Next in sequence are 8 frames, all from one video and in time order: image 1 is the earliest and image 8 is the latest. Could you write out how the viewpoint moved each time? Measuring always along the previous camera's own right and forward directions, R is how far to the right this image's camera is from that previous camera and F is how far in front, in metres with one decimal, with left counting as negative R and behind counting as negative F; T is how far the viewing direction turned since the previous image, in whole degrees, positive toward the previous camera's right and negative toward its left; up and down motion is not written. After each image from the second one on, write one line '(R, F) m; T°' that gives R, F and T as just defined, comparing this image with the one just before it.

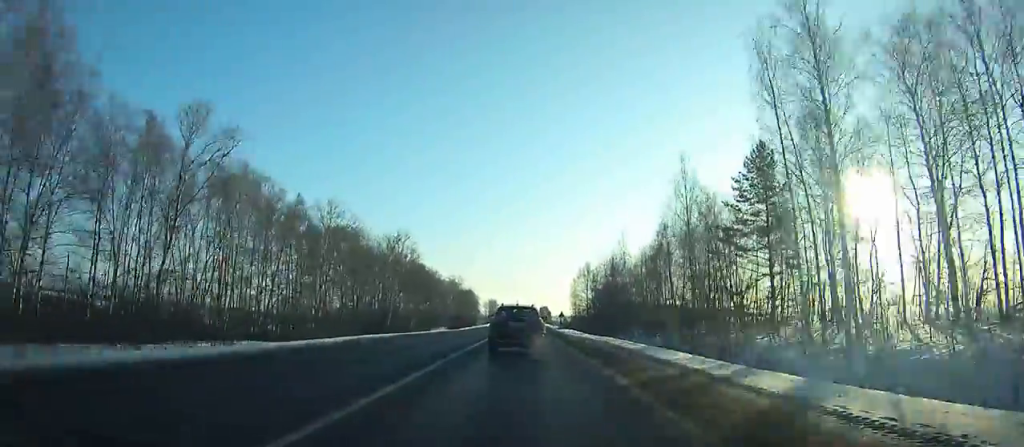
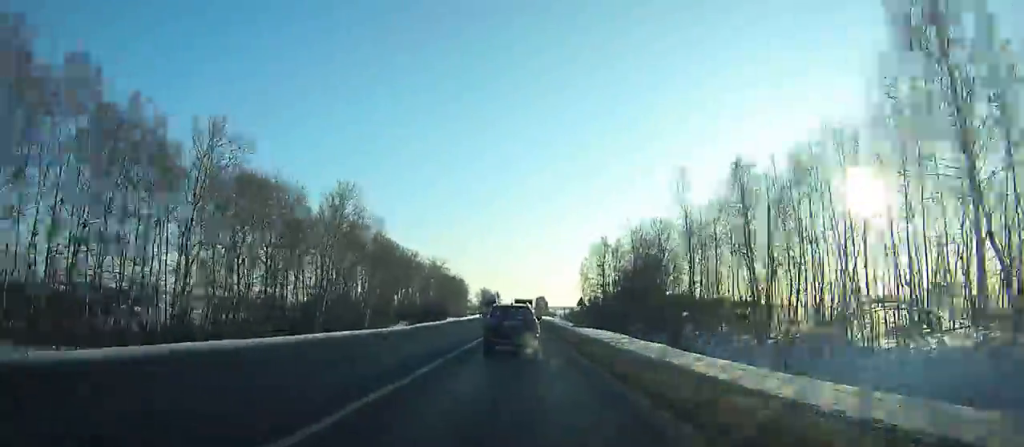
(+0.1, +39.8) m; 0°
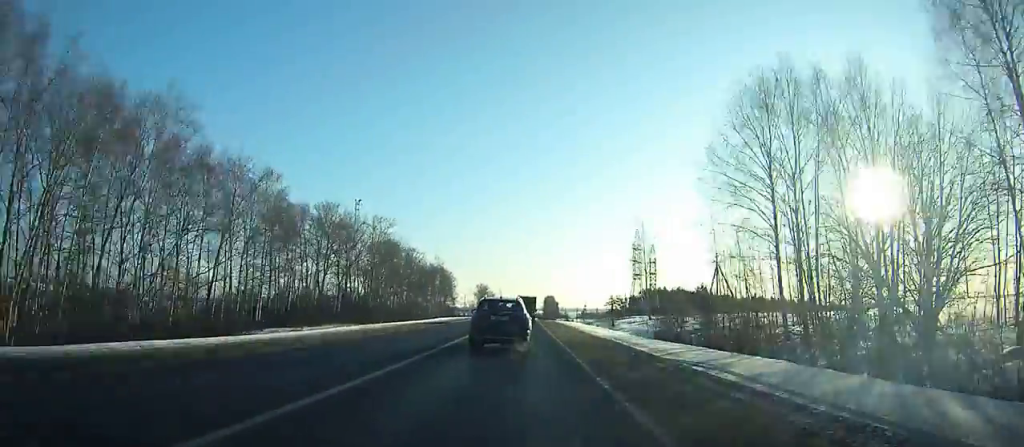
(+0.4, +78.8) m; 0°
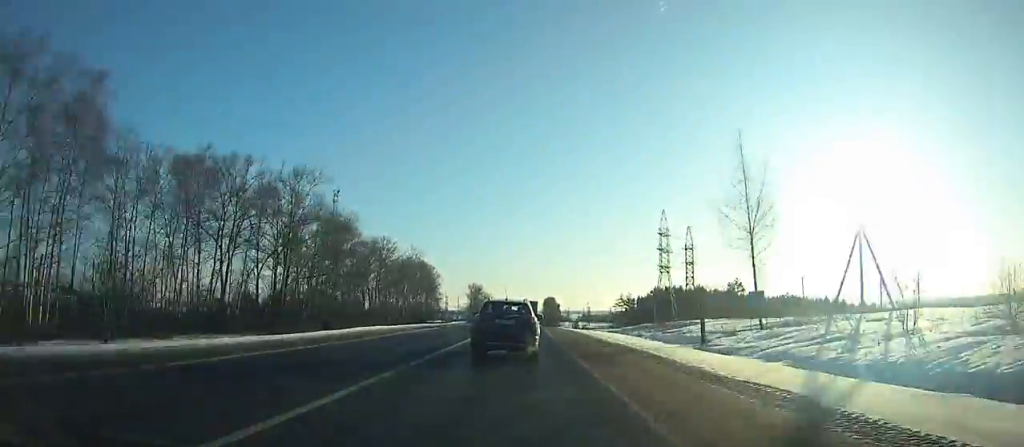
(-0.1, +38.8) m; 0°
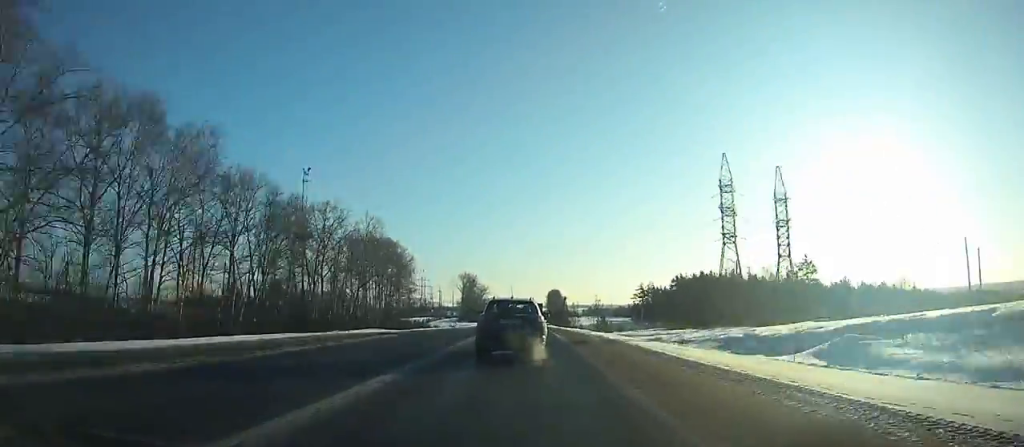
(+0.1, +48.2) m; 0°
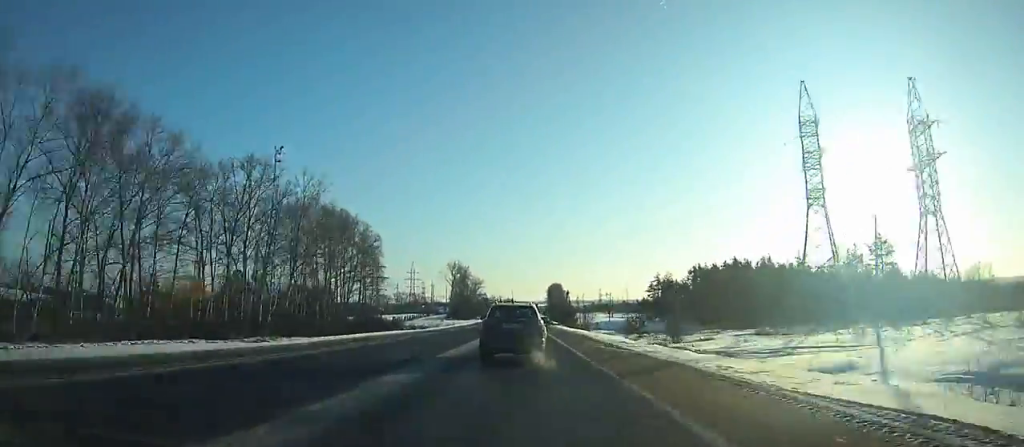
(0.0, +33.7) m; 0°
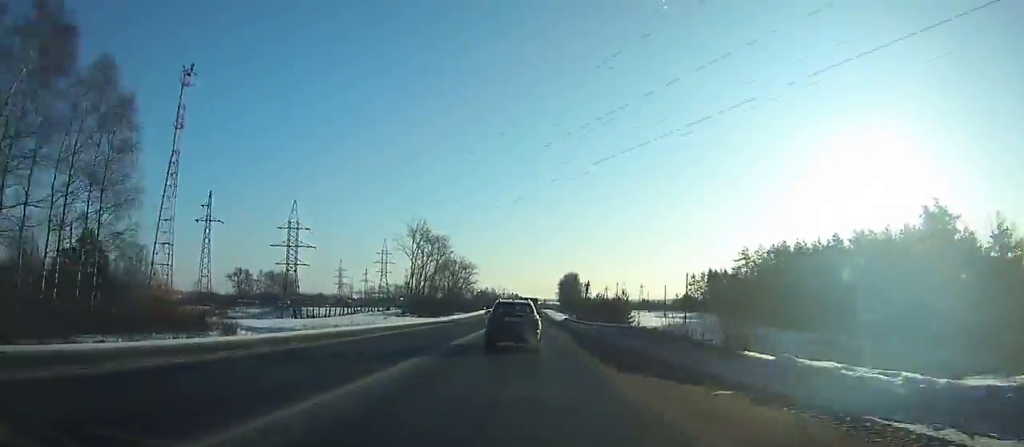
(-0.3, +83.6) m; 0°
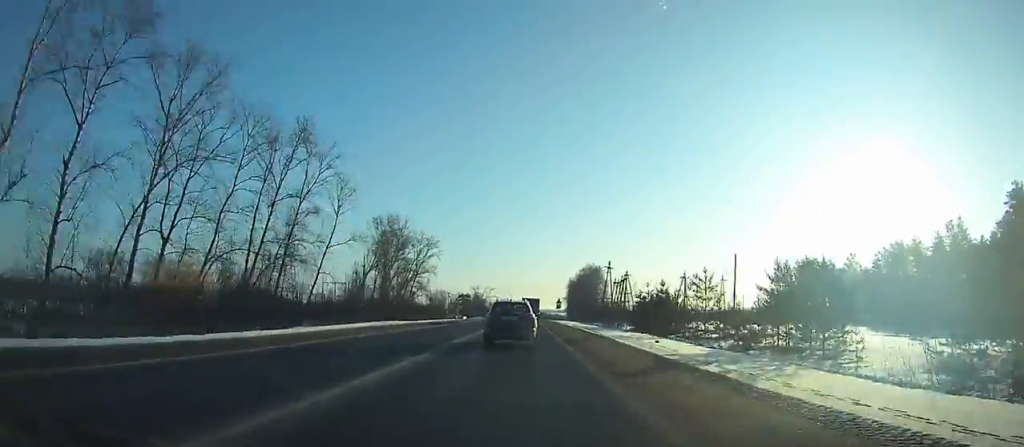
(0.0, +103.3) m; 0°
